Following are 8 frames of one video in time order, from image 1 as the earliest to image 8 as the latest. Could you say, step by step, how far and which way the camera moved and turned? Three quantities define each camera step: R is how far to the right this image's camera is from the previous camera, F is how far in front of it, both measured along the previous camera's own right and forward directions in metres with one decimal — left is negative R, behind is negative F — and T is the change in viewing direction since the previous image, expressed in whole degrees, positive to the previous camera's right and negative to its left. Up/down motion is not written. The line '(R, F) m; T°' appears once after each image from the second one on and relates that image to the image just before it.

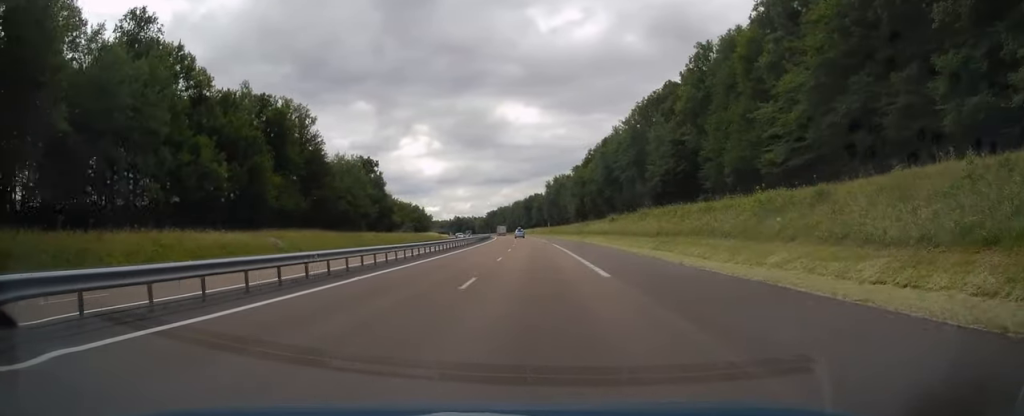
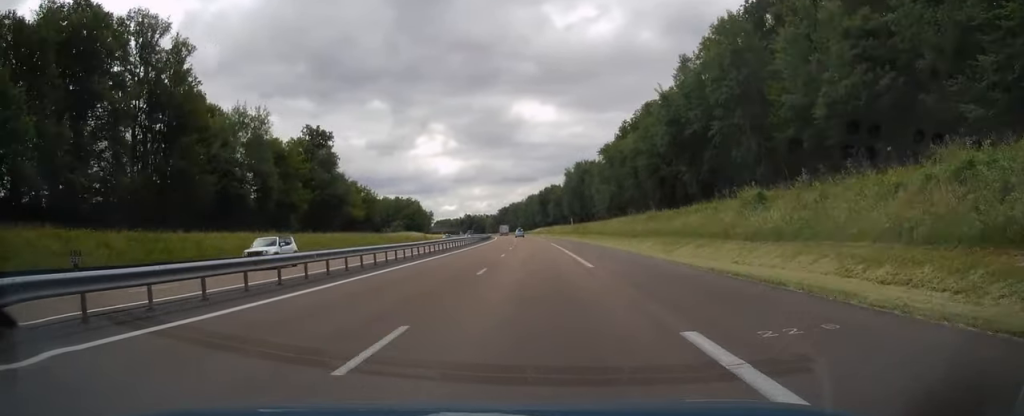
(-0.6, +48.2) m; -2°
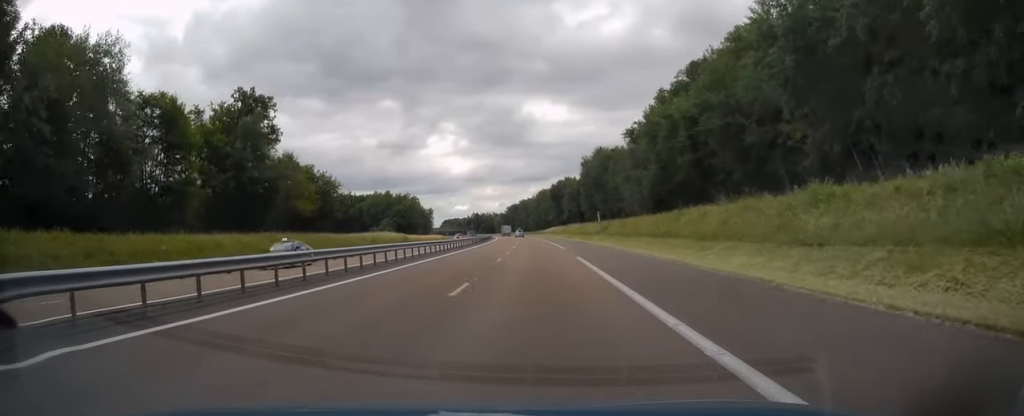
(-0.3, +32.5) m; -1°
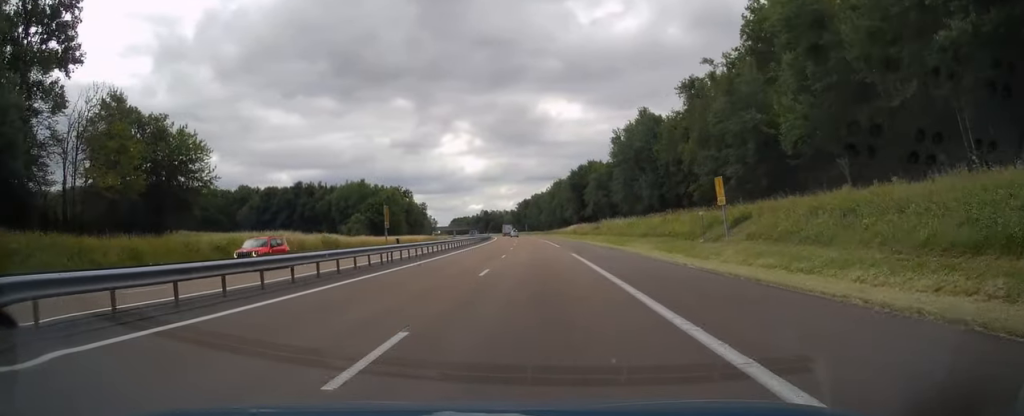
(-0.6, +47.2) m; -2°
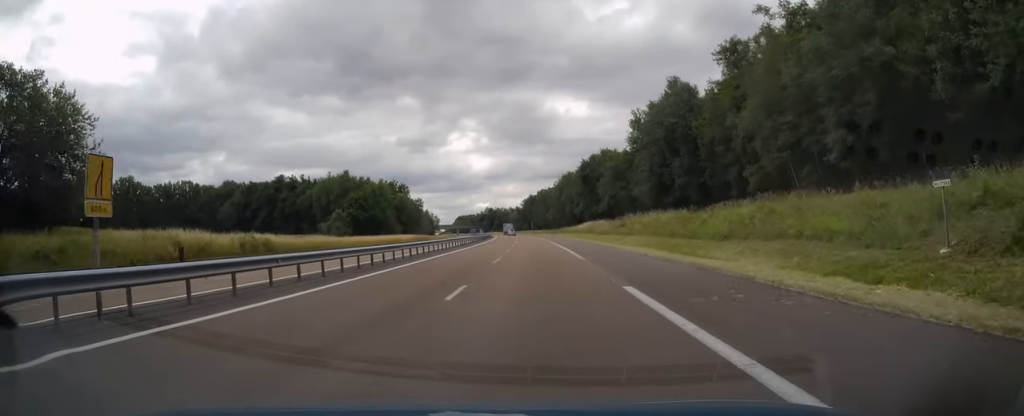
(-0.1, +19.7) m; -1°
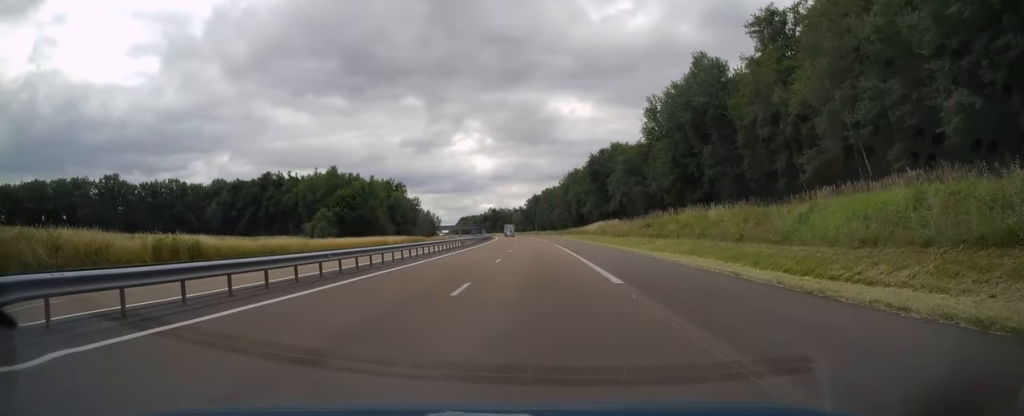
(-0.1, +12.3) m; 0°
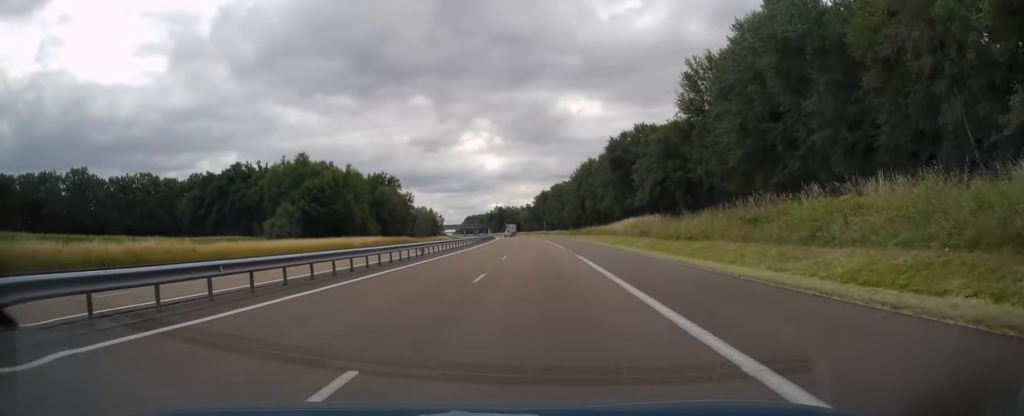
(-0.2, +23.2) m; -1°
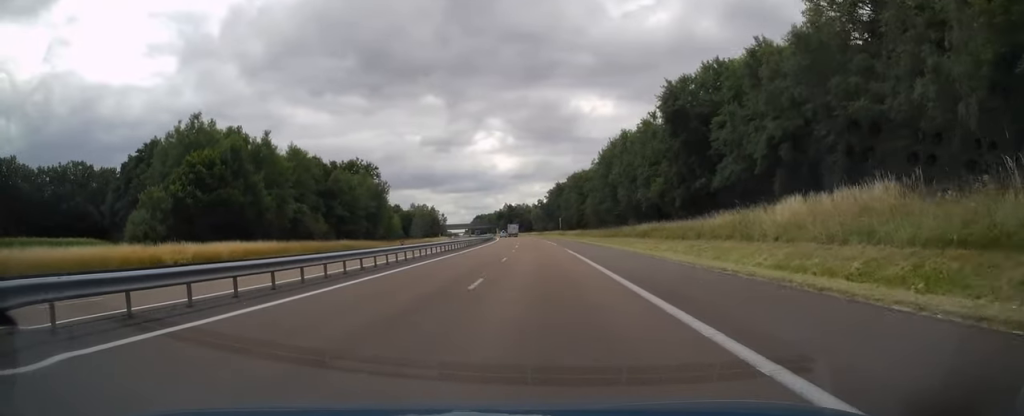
(-0.5, +41.3) m; -1°
